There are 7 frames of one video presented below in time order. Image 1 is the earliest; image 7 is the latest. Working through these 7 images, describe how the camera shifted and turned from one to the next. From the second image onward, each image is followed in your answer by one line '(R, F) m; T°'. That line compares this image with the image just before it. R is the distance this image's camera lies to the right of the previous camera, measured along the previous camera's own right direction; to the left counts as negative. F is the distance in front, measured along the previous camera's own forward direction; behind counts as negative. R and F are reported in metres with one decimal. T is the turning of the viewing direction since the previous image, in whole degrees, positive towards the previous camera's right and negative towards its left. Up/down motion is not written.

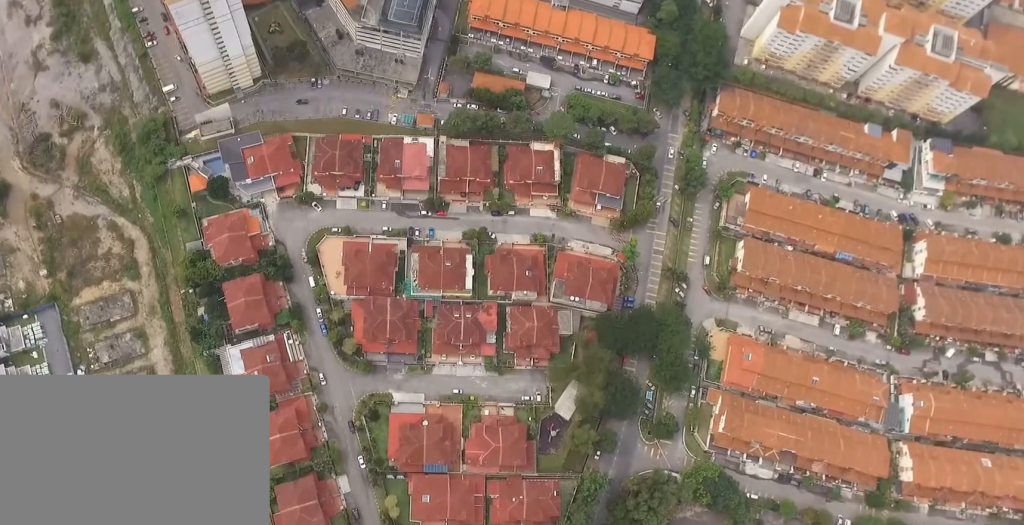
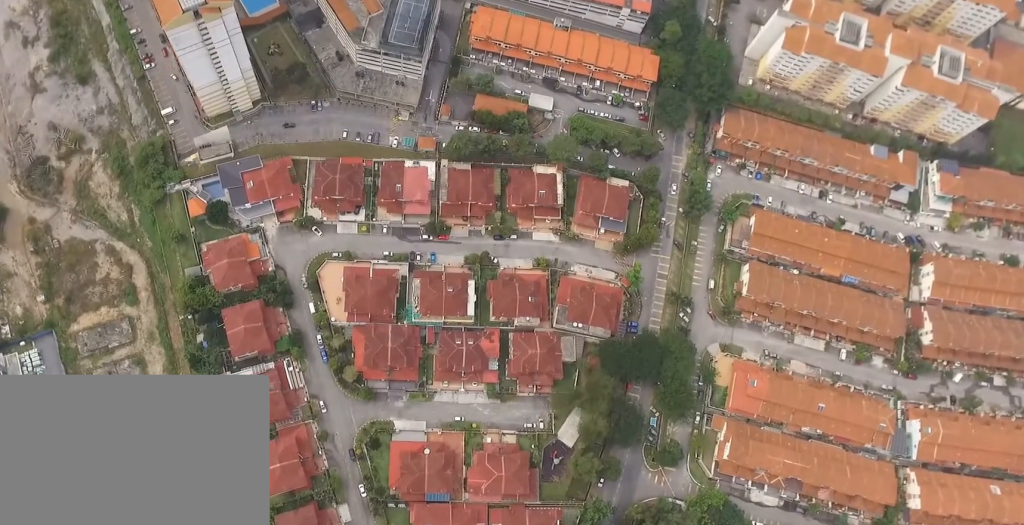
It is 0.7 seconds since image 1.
(0.0, +7.7) m; 0°
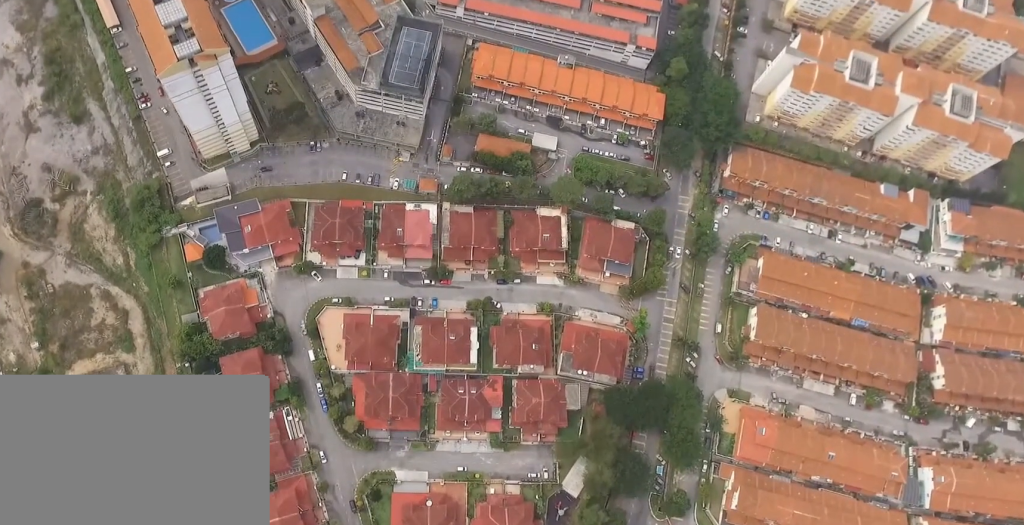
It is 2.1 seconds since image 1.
(0.0, +13.8) m; 0°
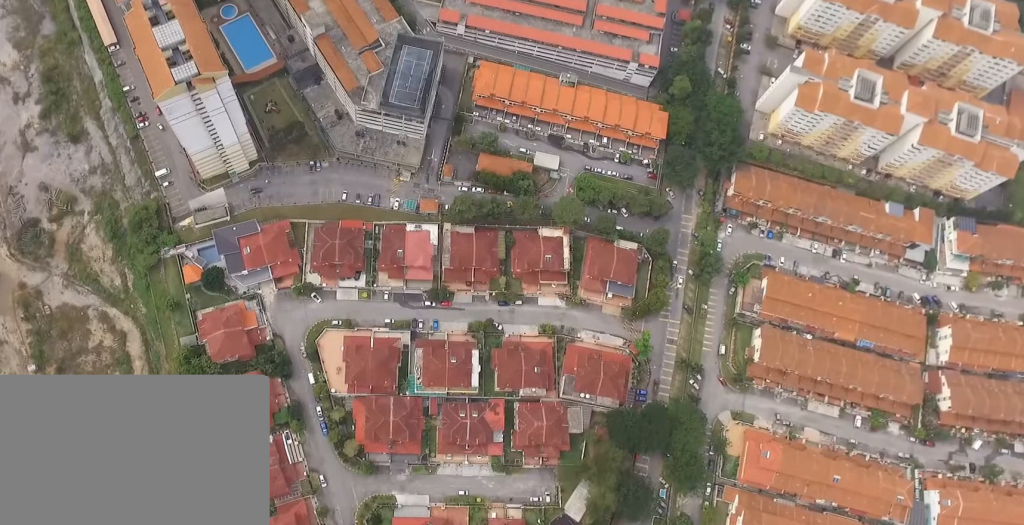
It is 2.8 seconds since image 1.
(0.0, +6.6) m; 0°
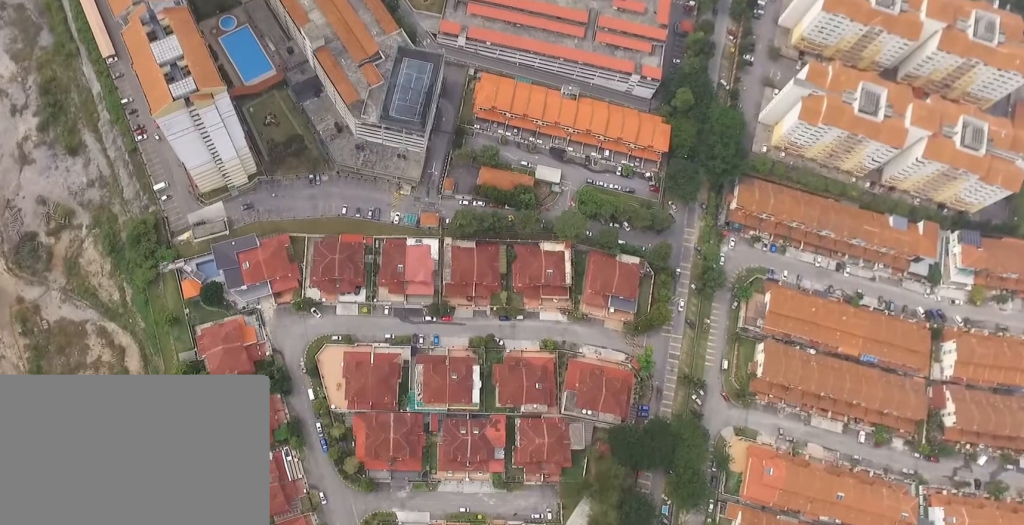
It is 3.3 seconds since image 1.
(0.0, +5.0) m; 0°
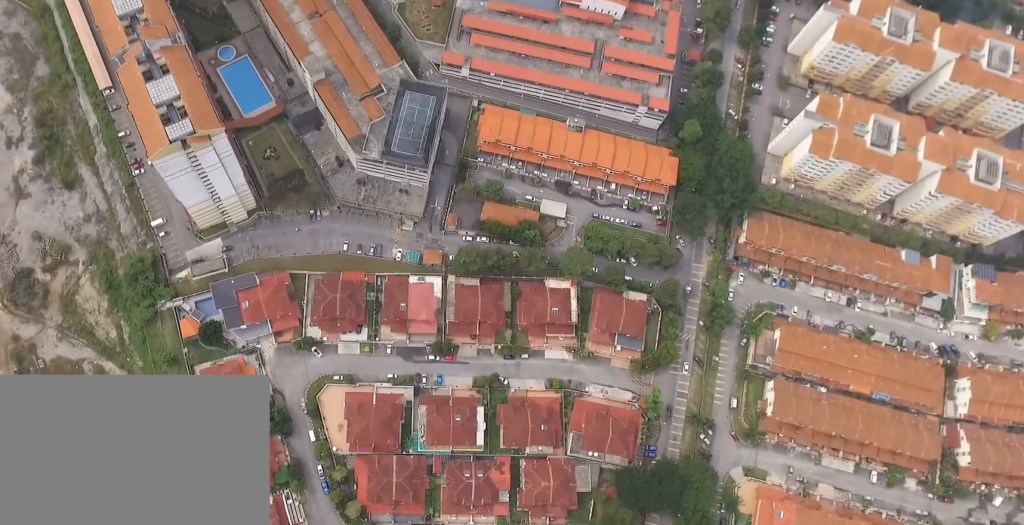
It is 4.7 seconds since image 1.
(+0.1, +13.8) m; 0°
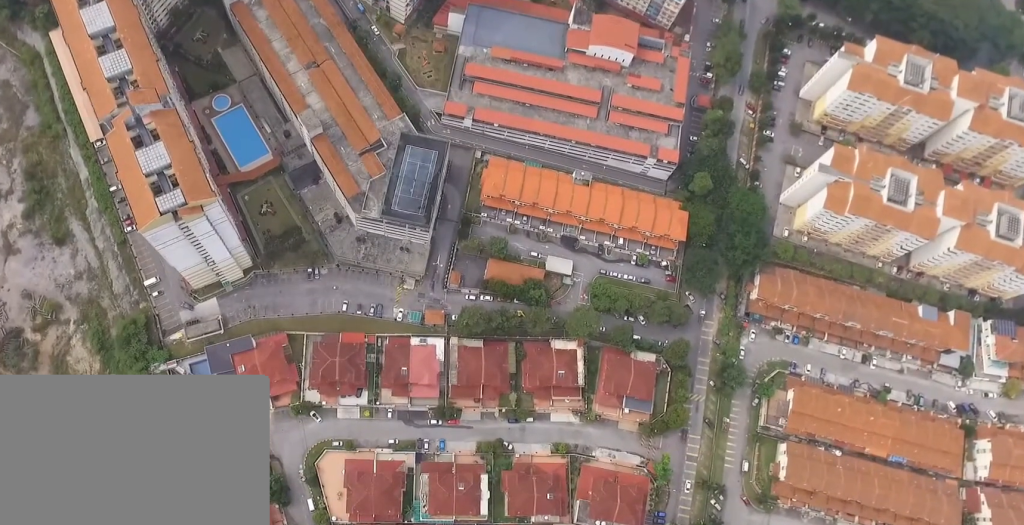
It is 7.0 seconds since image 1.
(0.0, +22.1) m; +1°
